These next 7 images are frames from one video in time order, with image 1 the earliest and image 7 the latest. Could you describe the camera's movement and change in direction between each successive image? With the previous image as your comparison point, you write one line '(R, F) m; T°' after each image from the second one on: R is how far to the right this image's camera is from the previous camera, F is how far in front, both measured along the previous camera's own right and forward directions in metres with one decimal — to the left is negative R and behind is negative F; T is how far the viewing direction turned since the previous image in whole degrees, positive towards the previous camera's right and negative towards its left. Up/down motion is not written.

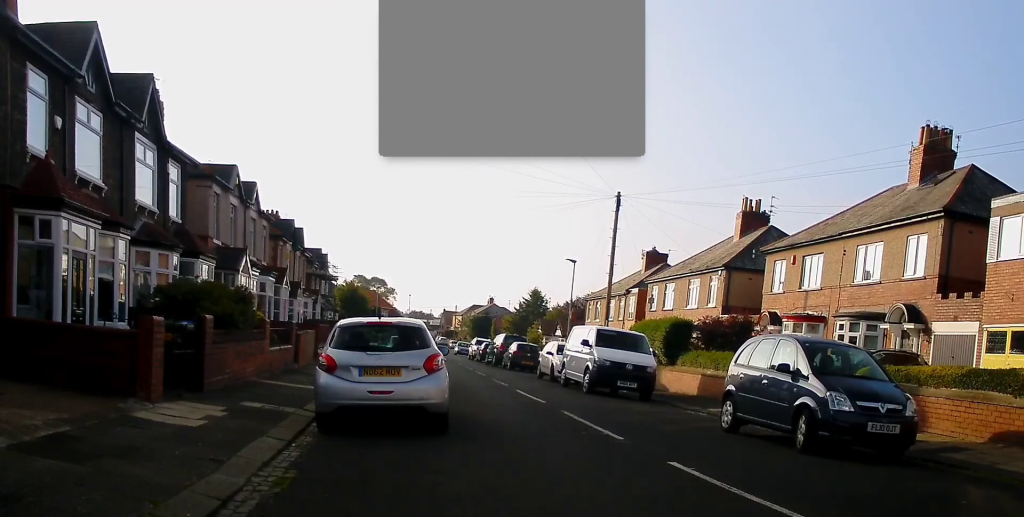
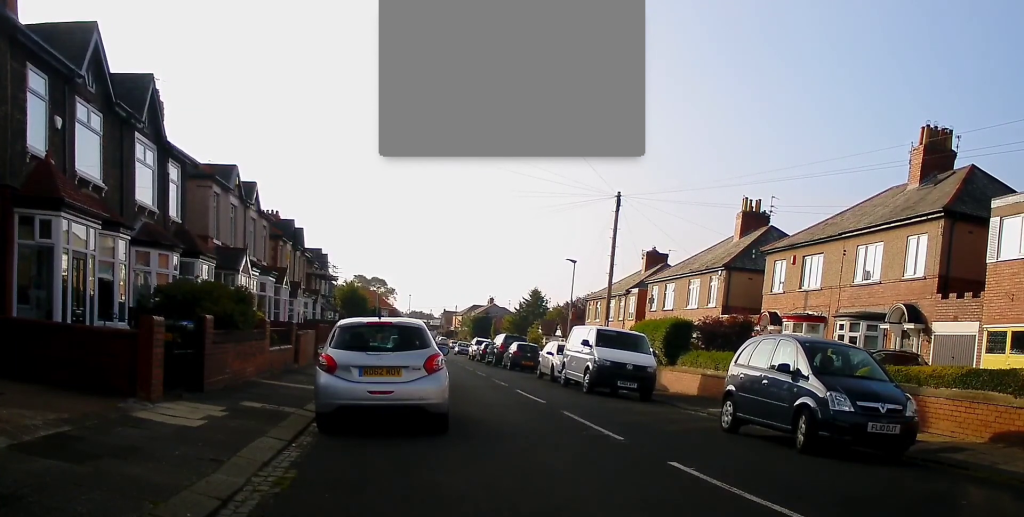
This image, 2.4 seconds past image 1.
(0.0, 0.0) m; 0°
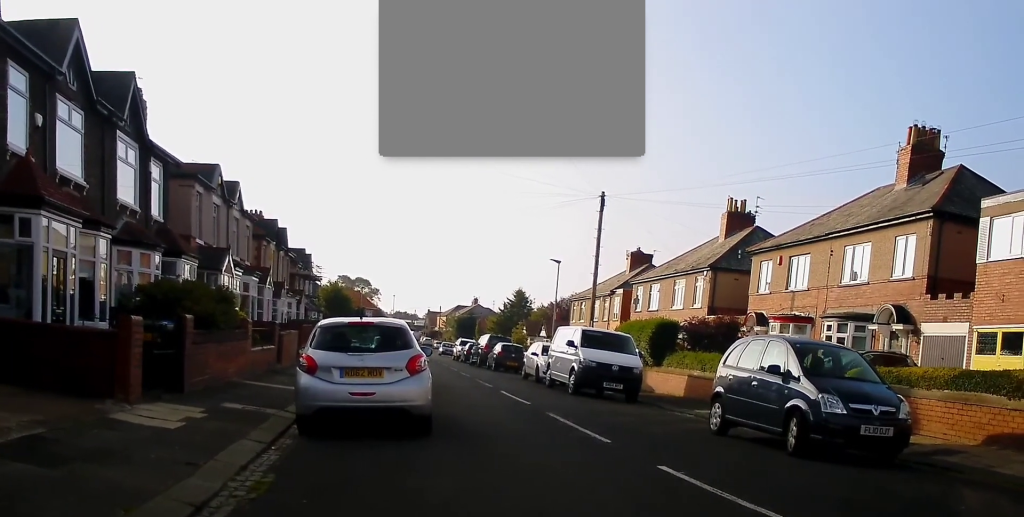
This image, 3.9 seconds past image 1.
(0.0, 0.0) m; 0°
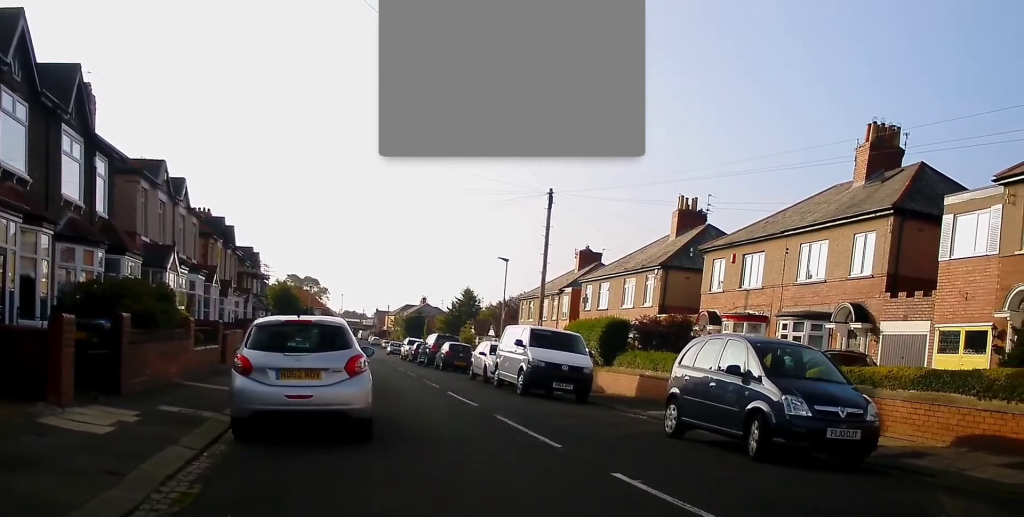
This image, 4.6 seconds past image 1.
(+0.1, +0.3) m; 0°
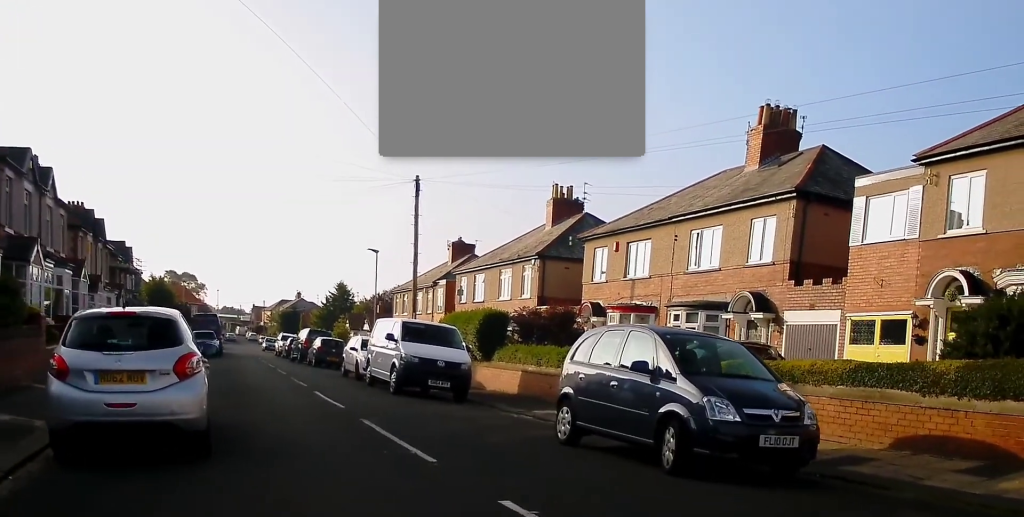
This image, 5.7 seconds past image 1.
(+0.4, +1.1) m; +14°
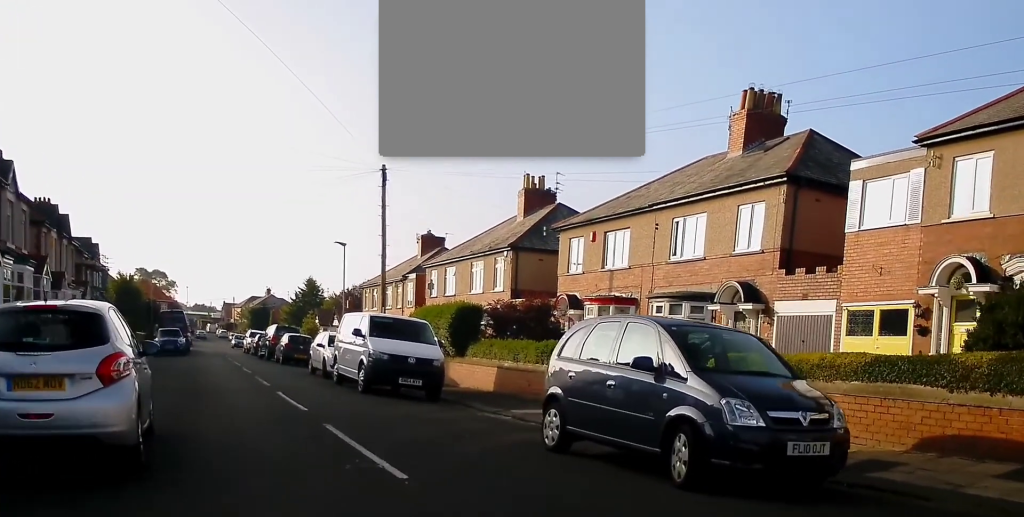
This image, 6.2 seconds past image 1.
(+0.1, +0.9) m; +3°
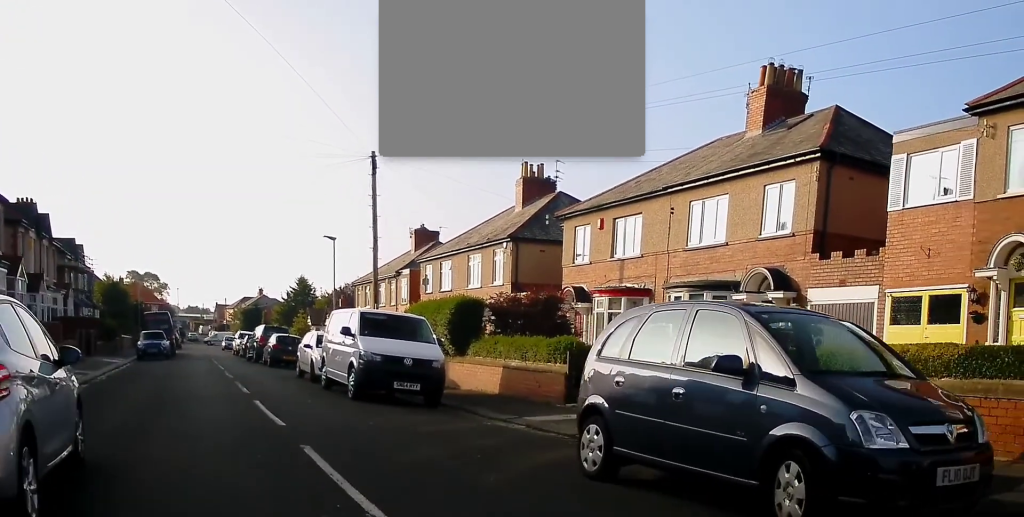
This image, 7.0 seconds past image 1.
(0.0, +1.5) m; -4°
